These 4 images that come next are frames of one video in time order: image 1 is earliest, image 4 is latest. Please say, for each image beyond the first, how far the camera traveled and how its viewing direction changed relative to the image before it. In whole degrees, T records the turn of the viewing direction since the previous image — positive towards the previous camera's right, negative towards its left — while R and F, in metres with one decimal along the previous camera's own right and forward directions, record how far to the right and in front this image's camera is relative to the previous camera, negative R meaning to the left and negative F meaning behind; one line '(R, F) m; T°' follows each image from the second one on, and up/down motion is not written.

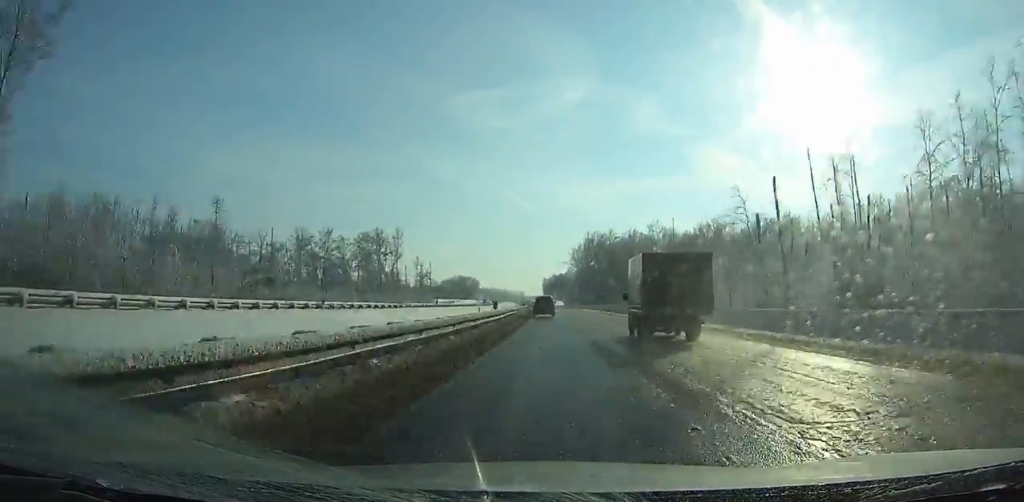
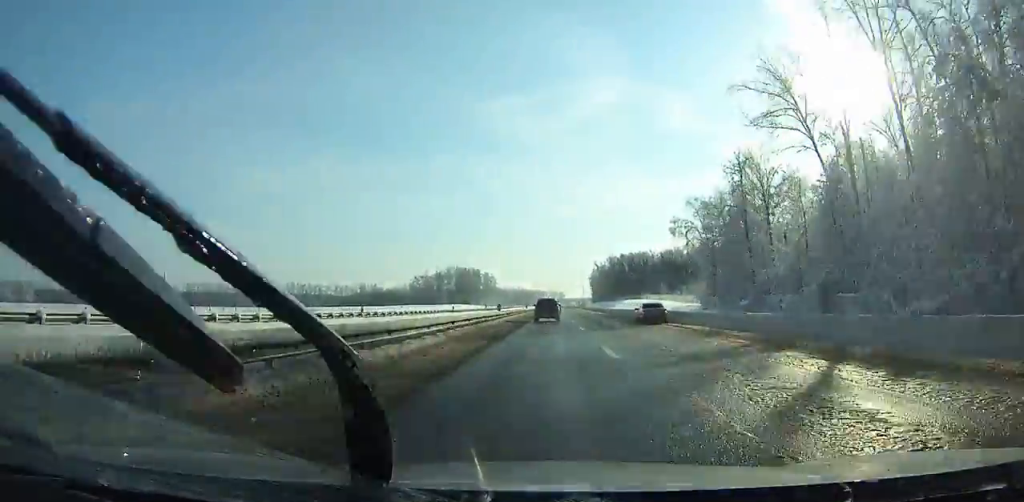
(-10.2, +228.1) m; -4°
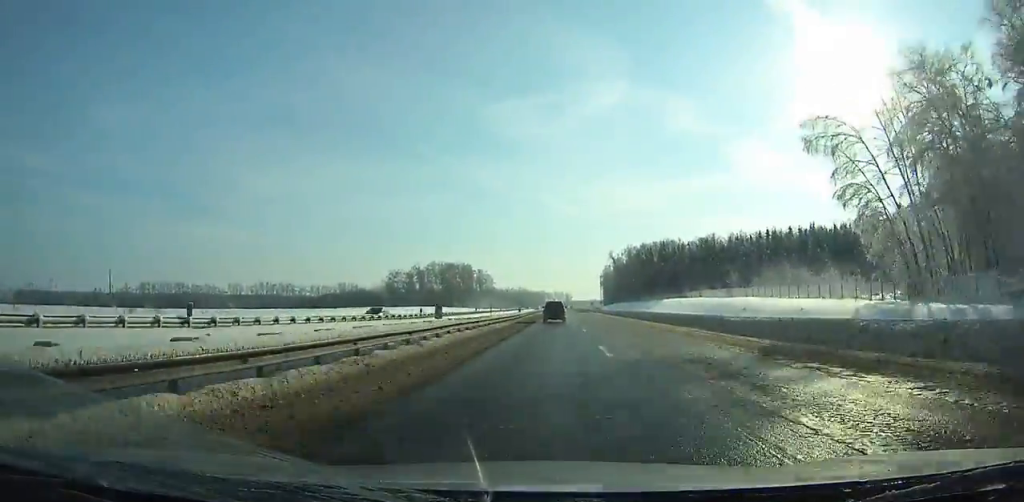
(-0.2, +63.7) m; 0°
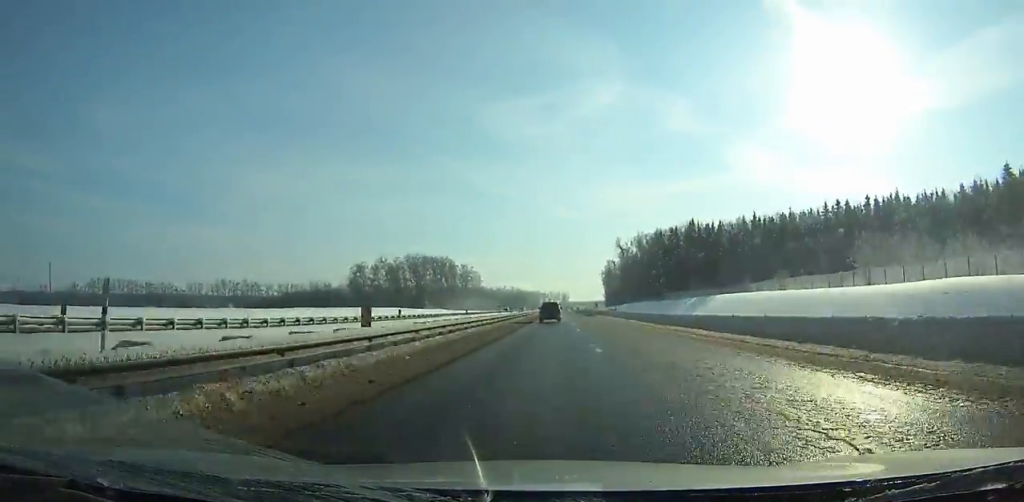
(0.0, +48.2) m; 0°
